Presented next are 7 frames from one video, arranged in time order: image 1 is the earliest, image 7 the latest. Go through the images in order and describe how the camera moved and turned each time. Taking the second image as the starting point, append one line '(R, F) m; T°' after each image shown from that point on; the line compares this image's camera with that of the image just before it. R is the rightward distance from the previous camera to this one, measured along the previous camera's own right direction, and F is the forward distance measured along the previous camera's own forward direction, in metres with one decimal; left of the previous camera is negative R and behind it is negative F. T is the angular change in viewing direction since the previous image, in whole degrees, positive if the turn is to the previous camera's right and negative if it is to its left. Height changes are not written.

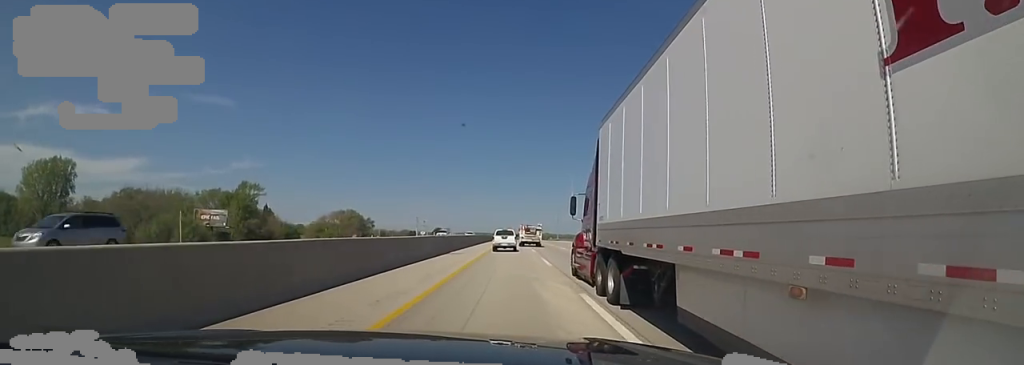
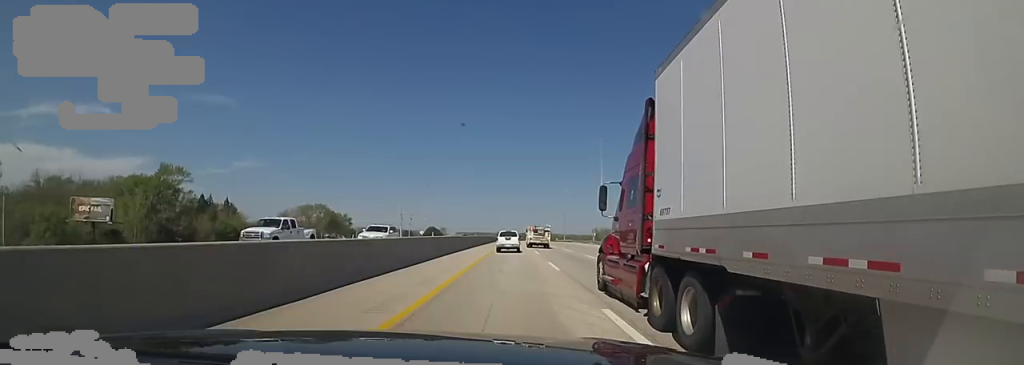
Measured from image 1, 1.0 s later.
(+0.3, +32.0) m; -1°
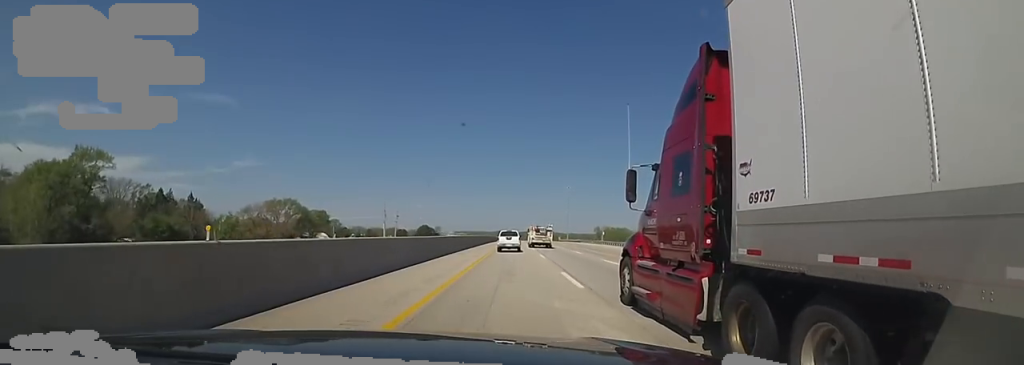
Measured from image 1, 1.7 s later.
(-0.6, +21.4) m; -2°
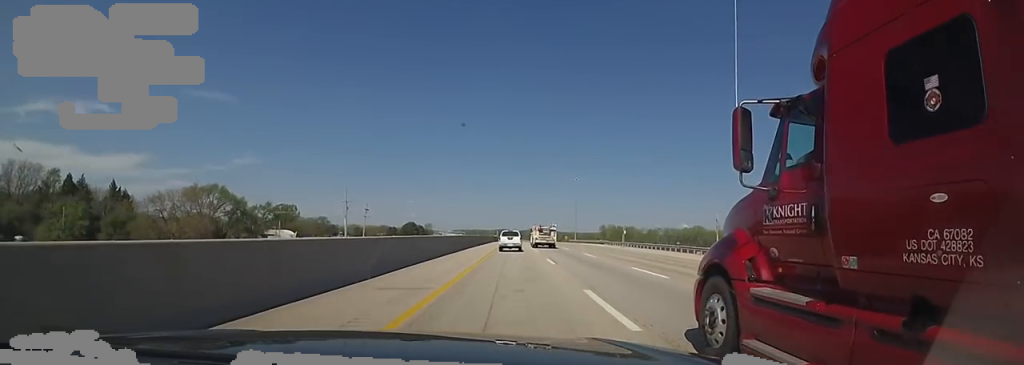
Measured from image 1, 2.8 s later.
(0.0, +35.5) m; 0°
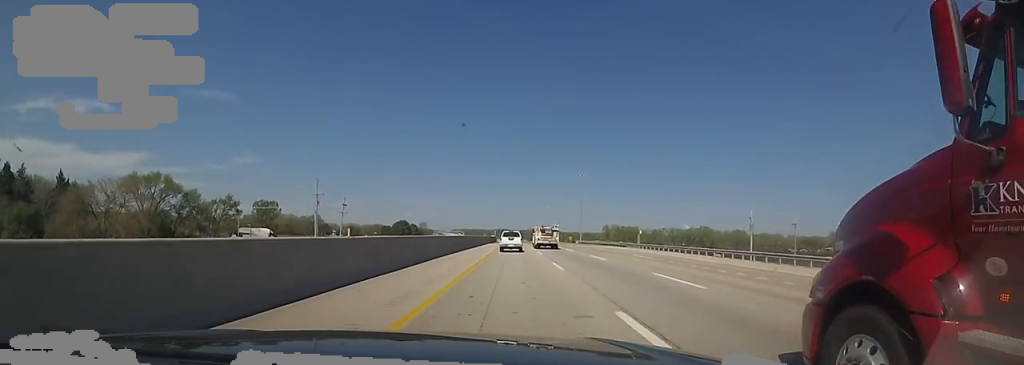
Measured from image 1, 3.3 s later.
(0.0, +18.4) m; 0°
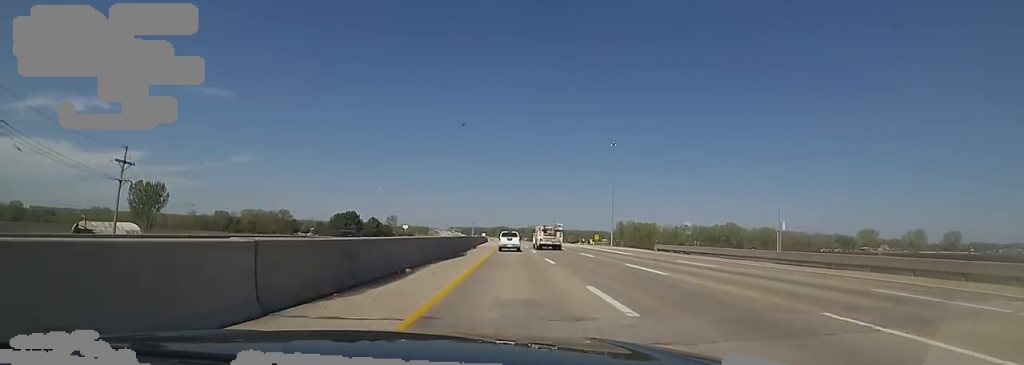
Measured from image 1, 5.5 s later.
(0.0, +70.8) m; 0°
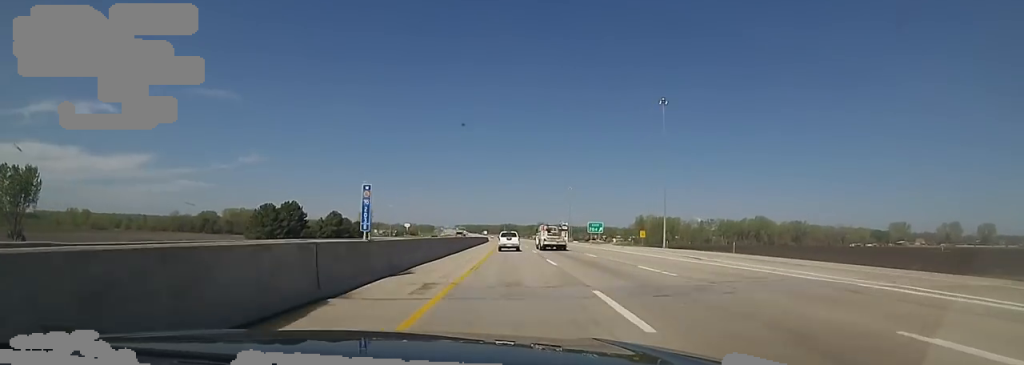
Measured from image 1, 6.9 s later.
(0.0, +46.1) m; 0°
